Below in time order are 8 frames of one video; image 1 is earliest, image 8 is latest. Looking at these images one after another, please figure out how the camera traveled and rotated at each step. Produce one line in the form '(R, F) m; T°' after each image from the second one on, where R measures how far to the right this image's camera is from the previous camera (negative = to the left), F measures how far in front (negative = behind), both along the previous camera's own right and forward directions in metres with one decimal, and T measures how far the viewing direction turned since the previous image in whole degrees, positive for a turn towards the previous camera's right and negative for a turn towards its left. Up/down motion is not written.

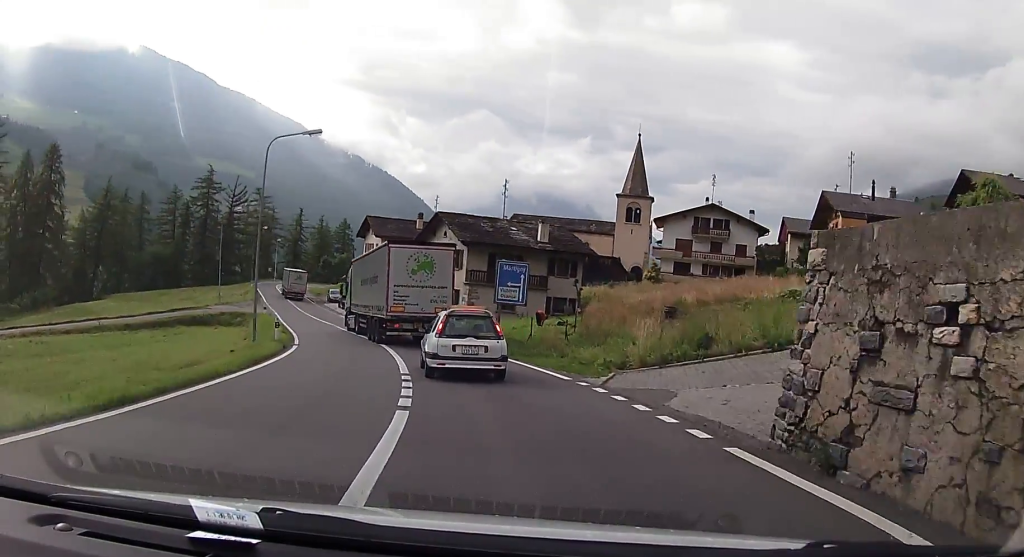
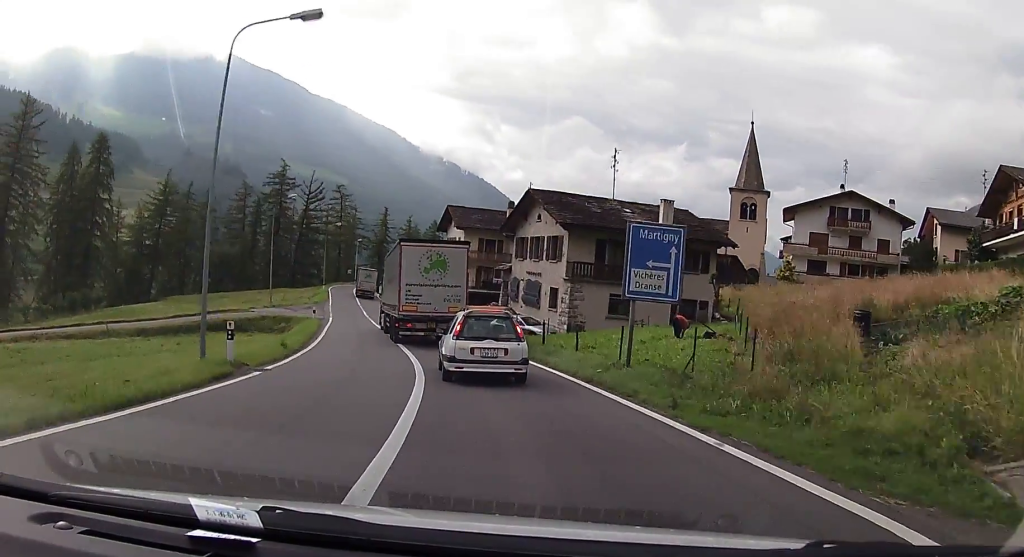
(-0.6, +12.3) m; -8°
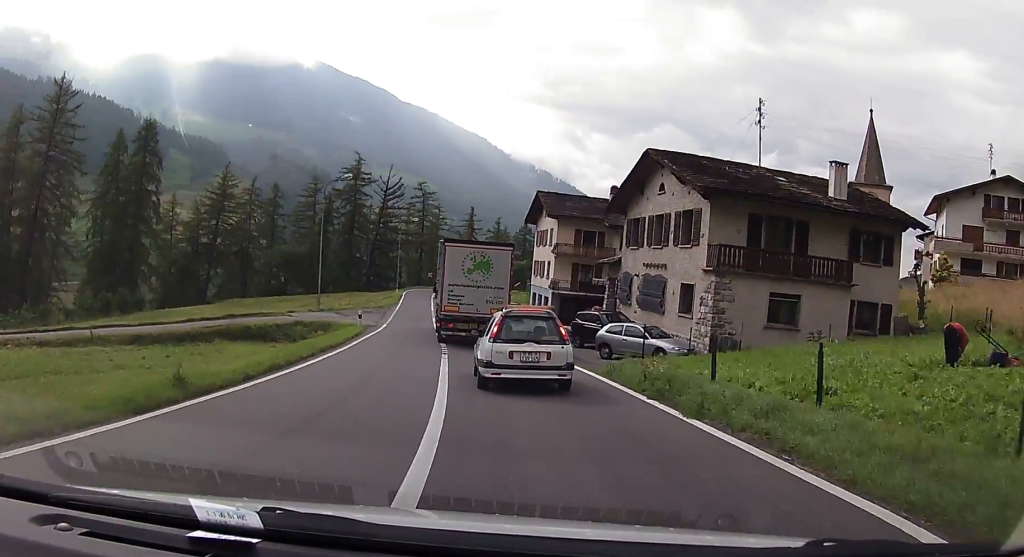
(-1.1, +11.8) m; -9°
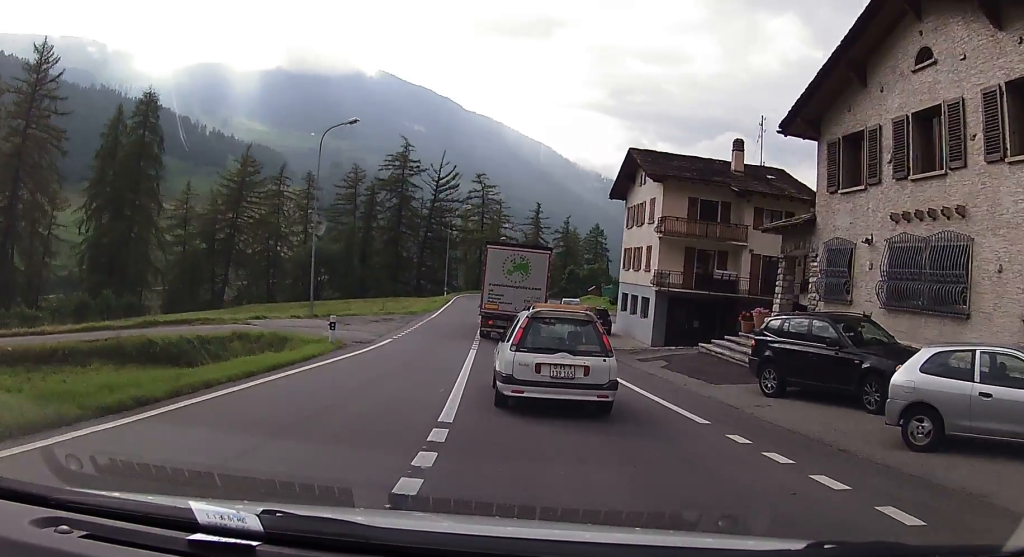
(-1.2, +17.1) m; -5°
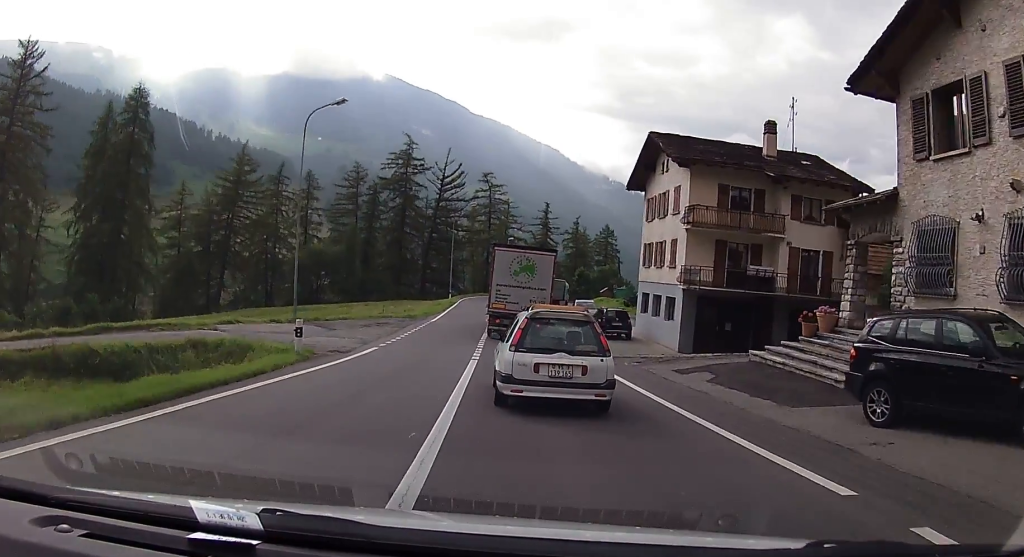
(0.0, +4.4) m; +1°
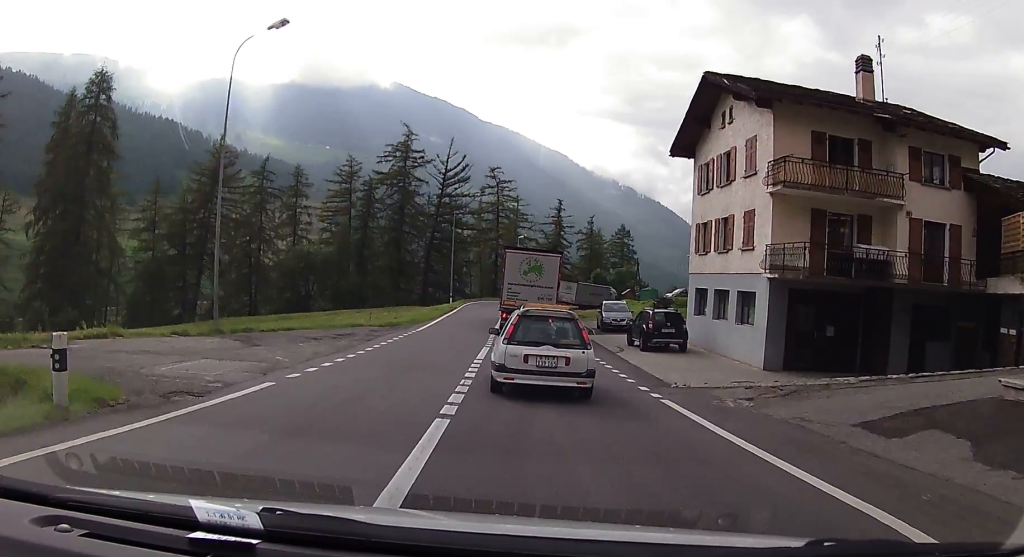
(+0.2, +10.1) m; -3°
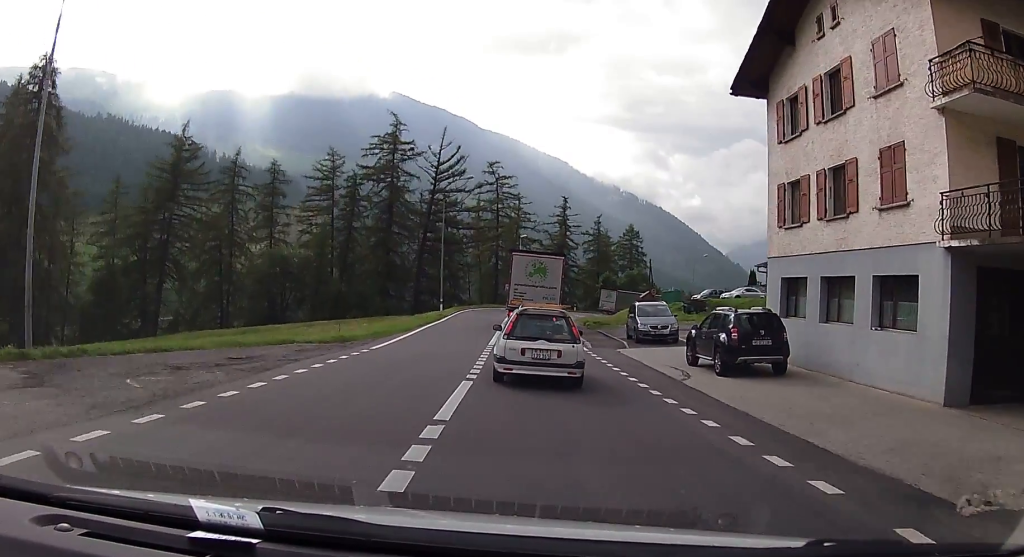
(-0.7, +9.9) m; -3°
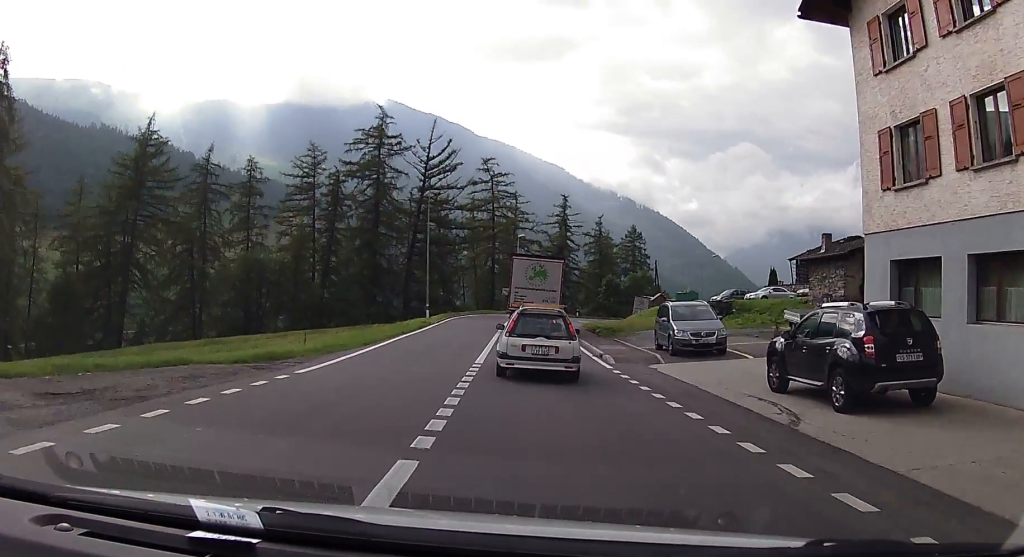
(+0.1, +6.8) m; +2°
